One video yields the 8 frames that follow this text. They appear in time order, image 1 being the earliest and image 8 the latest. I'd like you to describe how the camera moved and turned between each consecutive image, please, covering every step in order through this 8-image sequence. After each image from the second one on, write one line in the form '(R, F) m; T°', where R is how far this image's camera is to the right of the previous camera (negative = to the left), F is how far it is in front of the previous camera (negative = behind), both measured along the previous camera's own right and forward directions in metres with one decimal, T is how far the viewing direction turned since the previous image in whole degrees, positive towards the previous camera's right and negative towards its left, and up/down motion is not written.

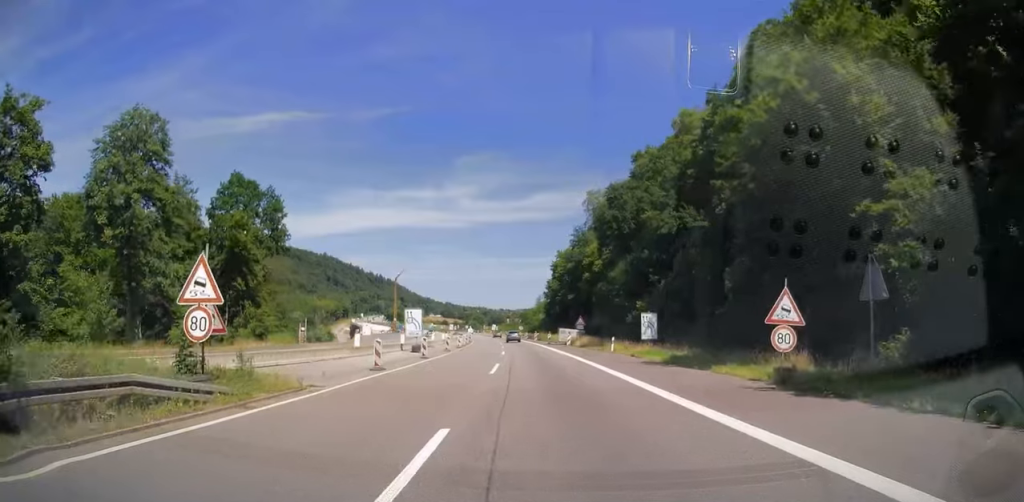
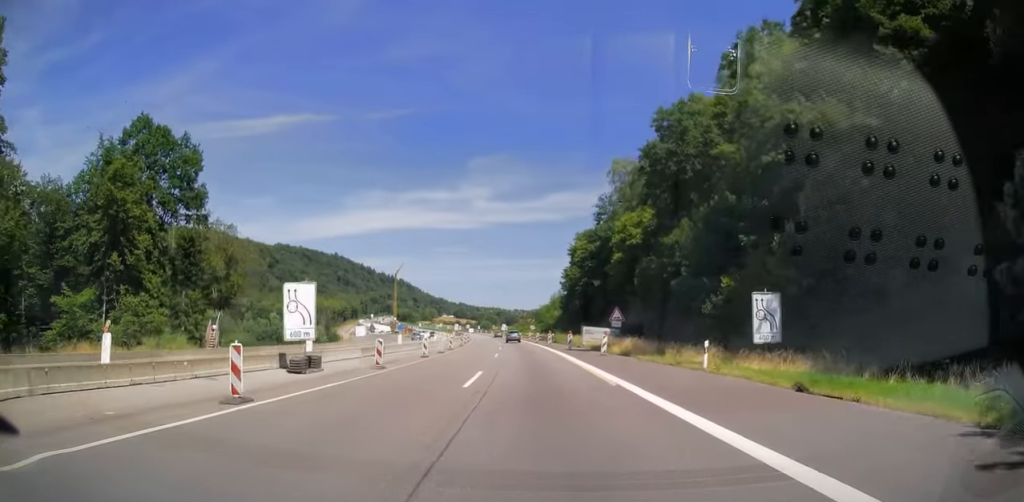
(-0.2, +23.3) m; -1°
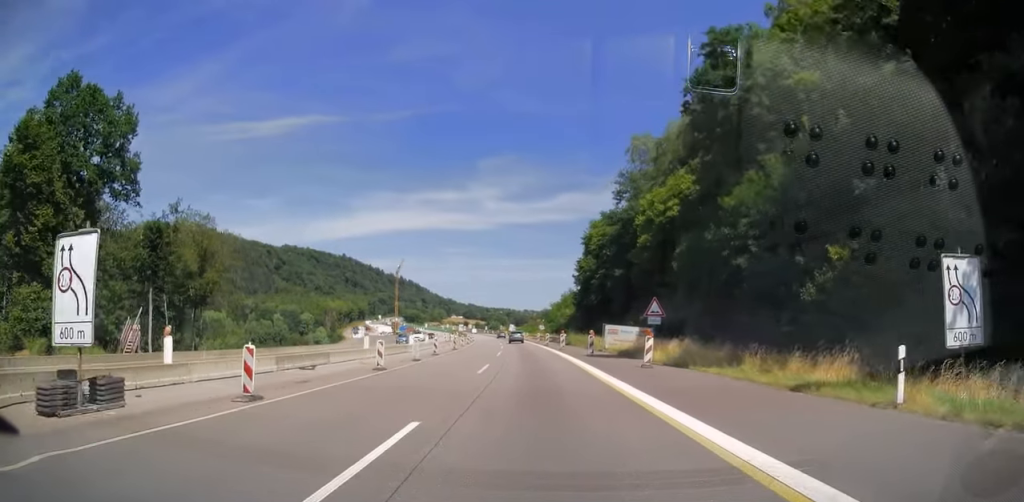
(-0.1, +12.4) m; -1°
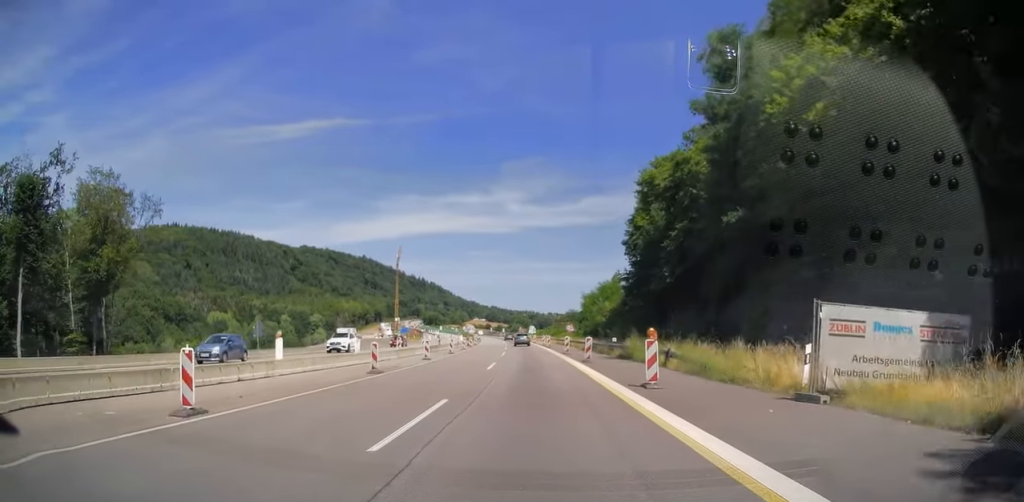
(-0.5, +32.8) m; -2°
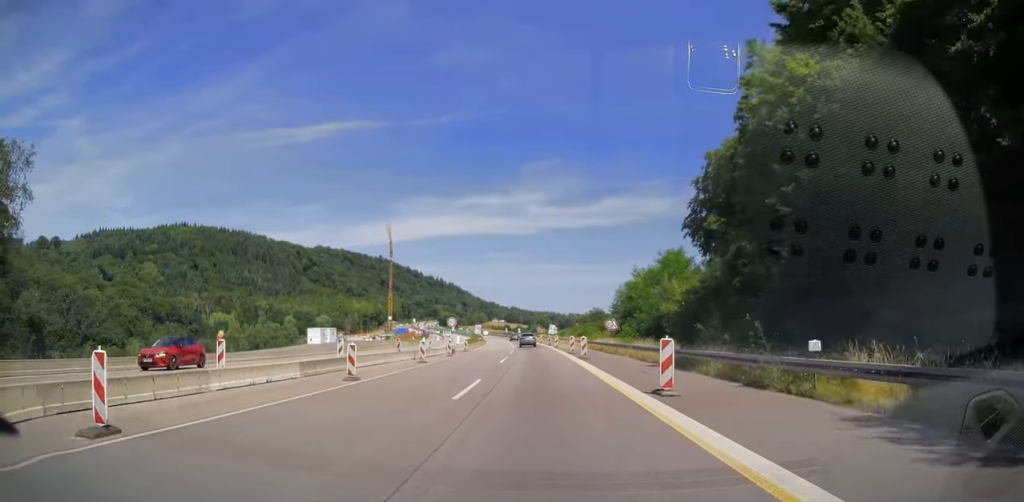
(-0.6, +30.0) m; -2°
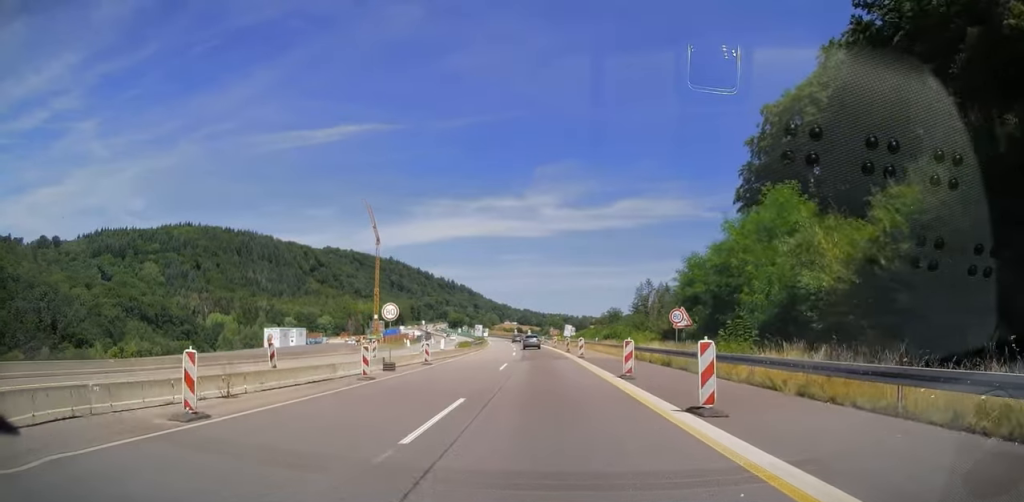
(-0.4, +23.4) m; -2°
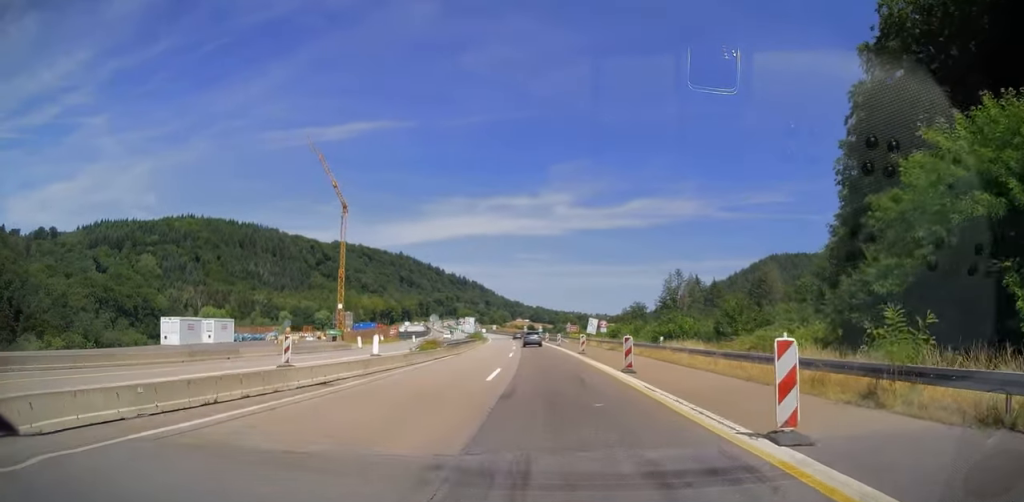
(-0.4, +30.3) m; -1°
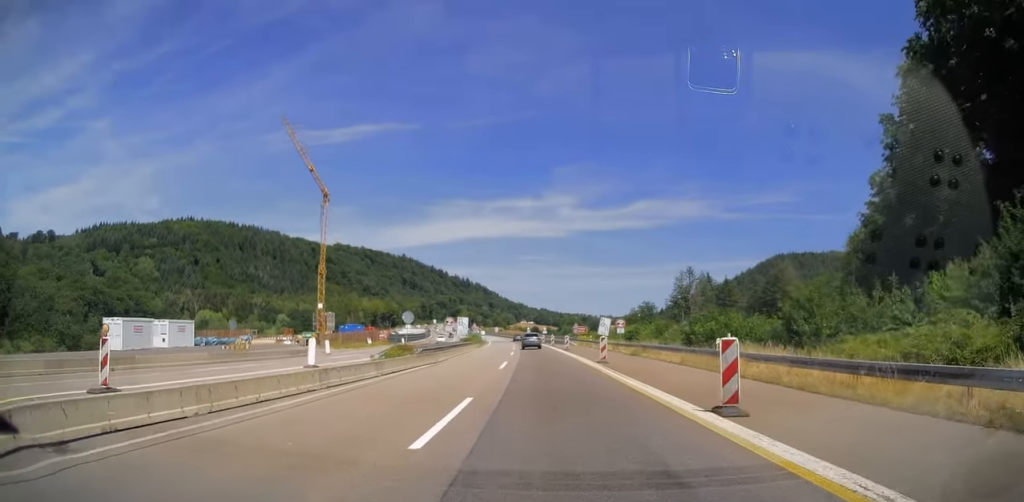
(0.0, +10.7) m; 0°
